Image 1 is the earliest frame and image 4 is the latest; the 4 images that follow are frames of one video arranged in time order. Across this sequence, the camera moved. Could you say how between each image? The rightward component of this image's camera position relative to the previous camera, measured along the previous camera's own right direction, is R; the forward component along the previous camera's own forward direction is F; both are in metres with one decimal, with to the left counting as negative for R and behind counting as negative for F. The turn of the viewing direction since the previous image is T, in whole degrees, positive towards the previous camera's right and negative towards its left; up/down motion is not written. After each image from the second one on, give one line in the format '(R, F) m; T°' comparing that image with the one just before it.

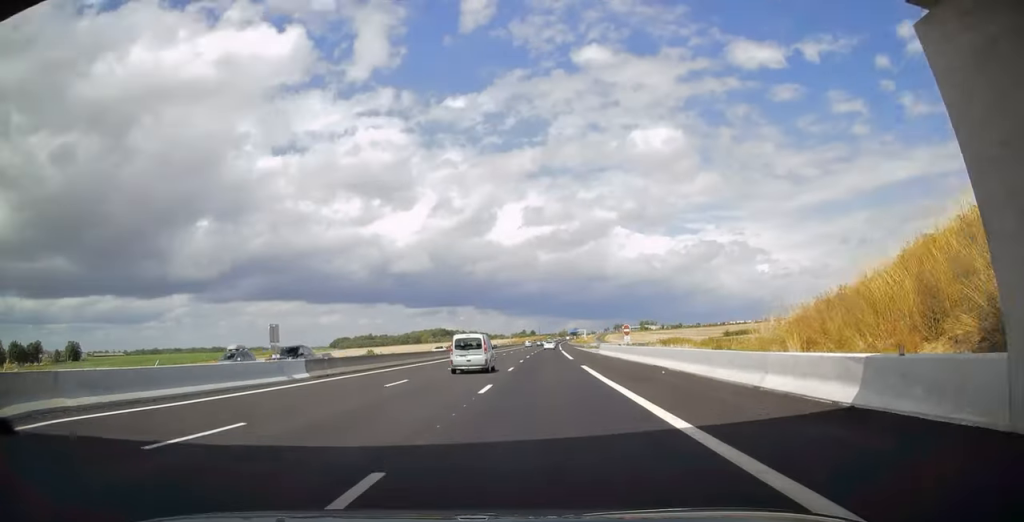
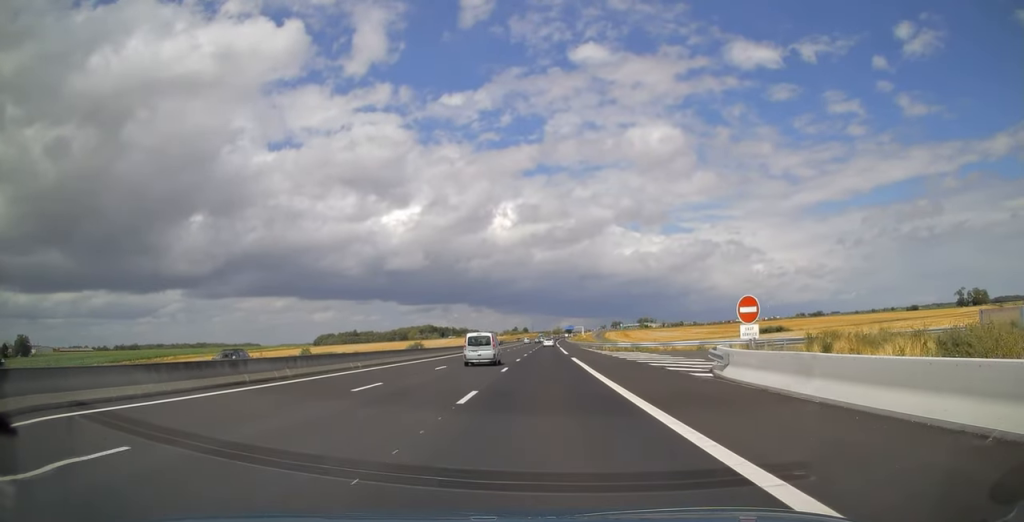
(+0.4, +42.6) m; +1°
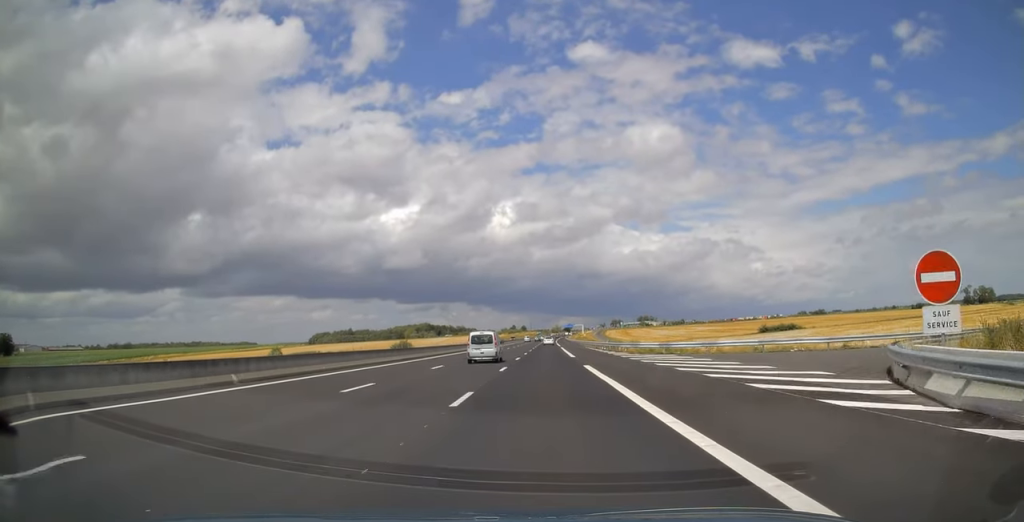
(+0.1, +14.0) m; 0°
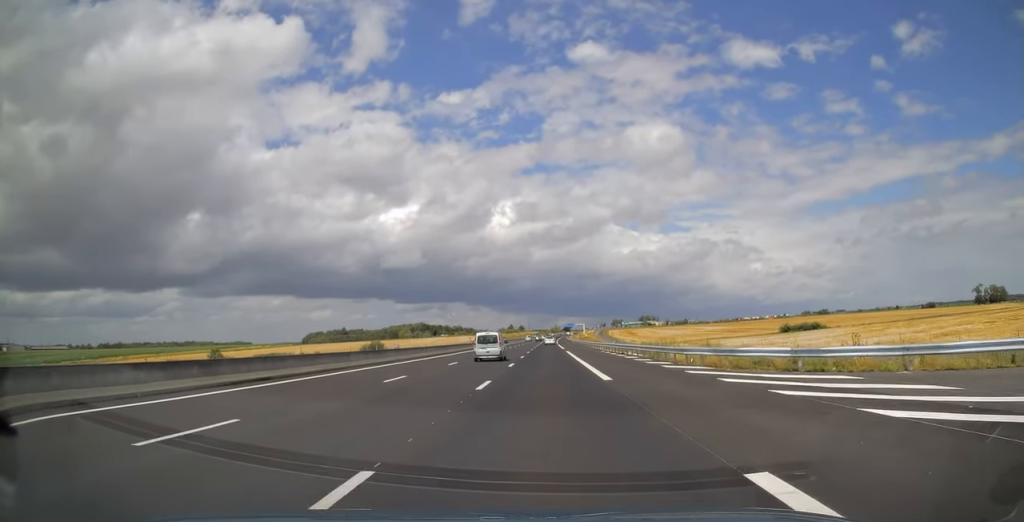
(0.0, +22.2) m; 0°
